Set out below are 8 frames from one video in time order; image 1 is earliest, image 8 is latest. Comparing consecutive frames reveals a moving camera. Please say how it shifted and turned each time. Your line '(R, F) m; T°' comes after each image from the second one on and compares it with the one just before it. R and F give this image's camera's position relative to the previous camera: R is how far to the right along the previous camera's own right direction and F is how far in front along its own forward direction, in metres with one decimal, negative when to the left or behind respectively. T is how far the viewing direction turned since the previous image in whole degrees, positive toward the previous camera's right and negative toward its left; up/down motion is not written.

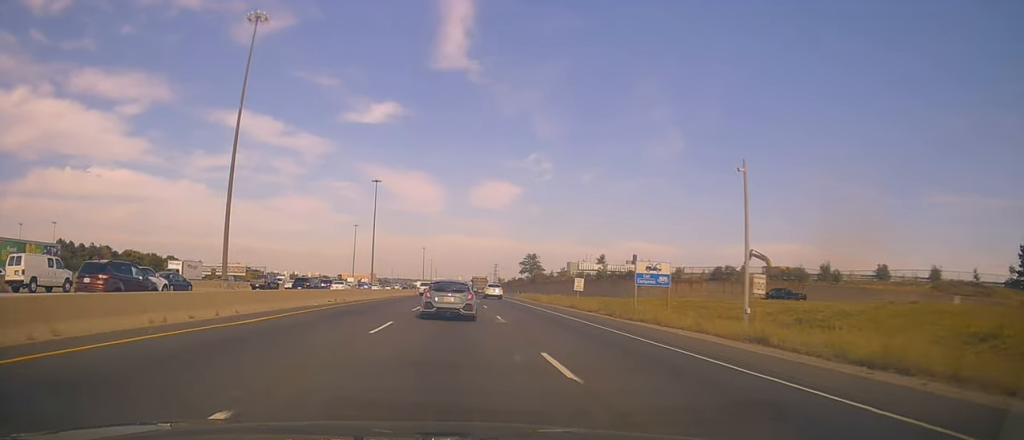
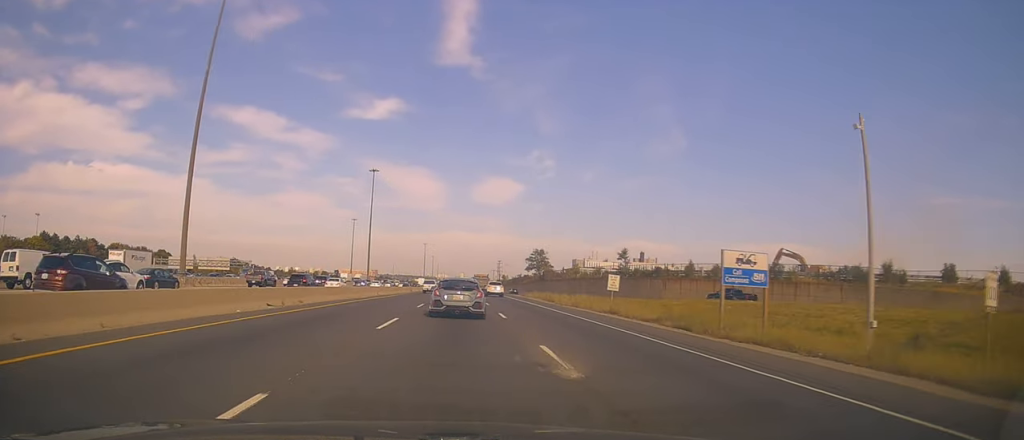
(-0.1, +12.4) m; 0°
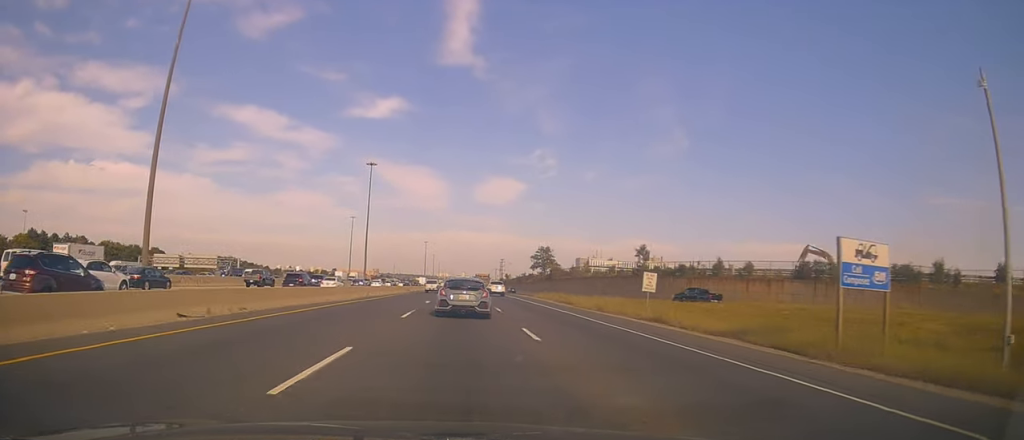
(0.0, +8.5) m; 0°
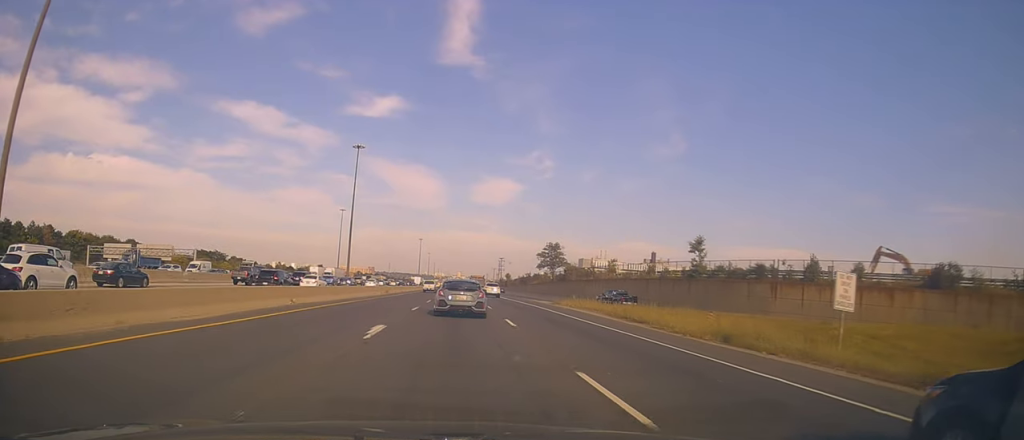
(0.0, +20.5) m; +1°
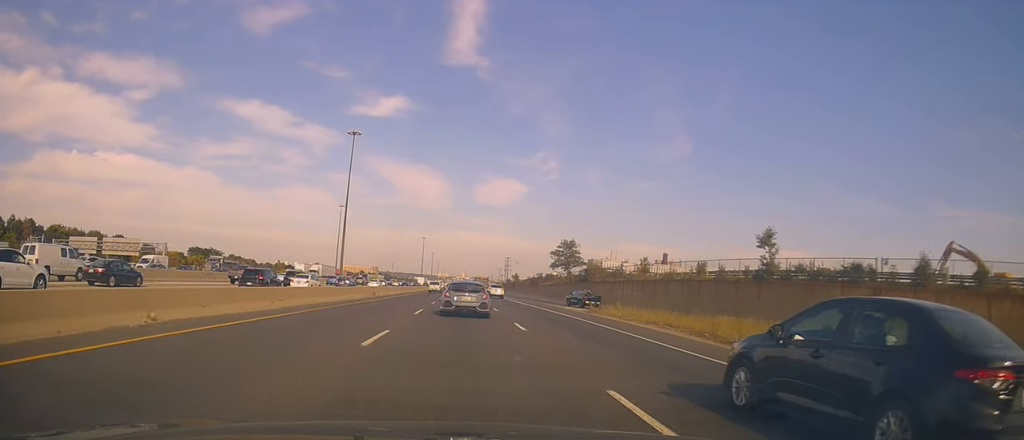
(+0.3, +13.8) m; 0°
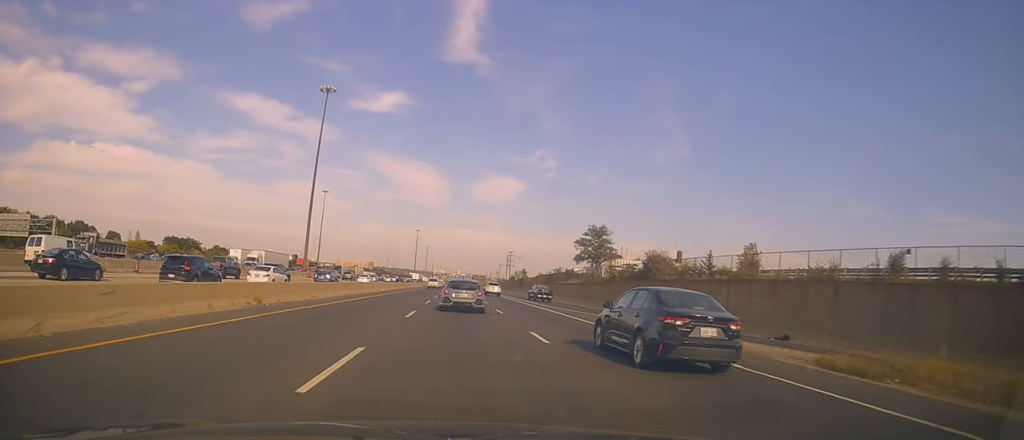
(-0.8, +28.1) m; -1°
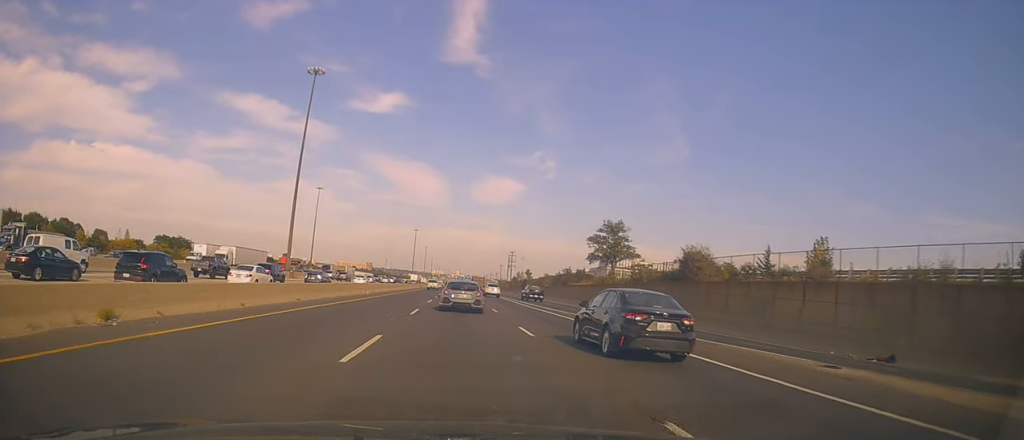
(0.0, +9.8) m; 0°
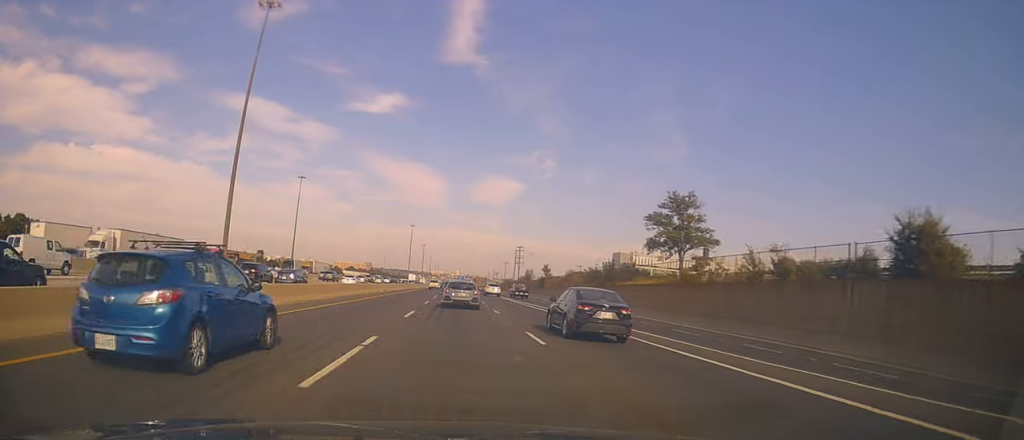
(+0.1, +26.6) m; -1°
